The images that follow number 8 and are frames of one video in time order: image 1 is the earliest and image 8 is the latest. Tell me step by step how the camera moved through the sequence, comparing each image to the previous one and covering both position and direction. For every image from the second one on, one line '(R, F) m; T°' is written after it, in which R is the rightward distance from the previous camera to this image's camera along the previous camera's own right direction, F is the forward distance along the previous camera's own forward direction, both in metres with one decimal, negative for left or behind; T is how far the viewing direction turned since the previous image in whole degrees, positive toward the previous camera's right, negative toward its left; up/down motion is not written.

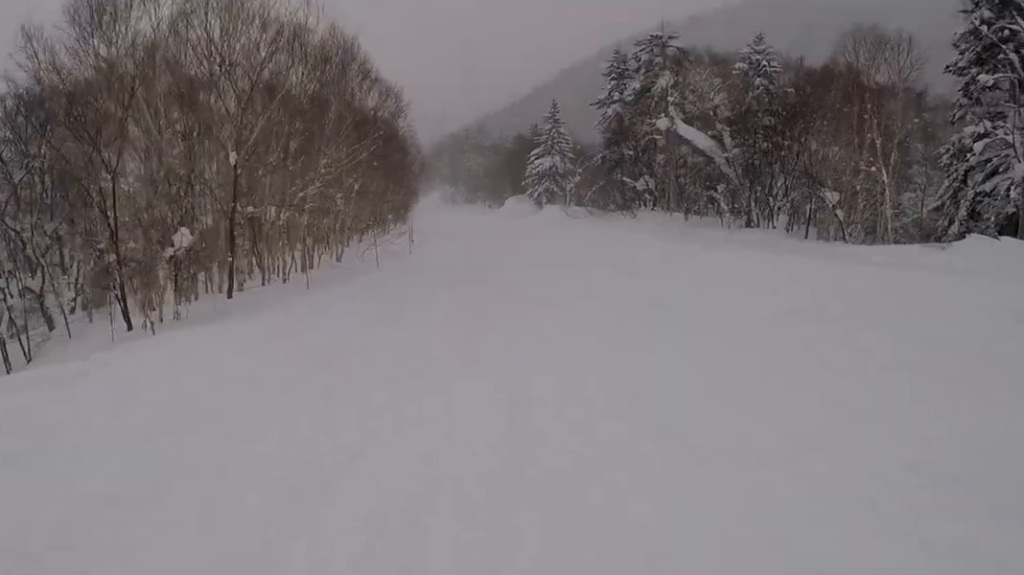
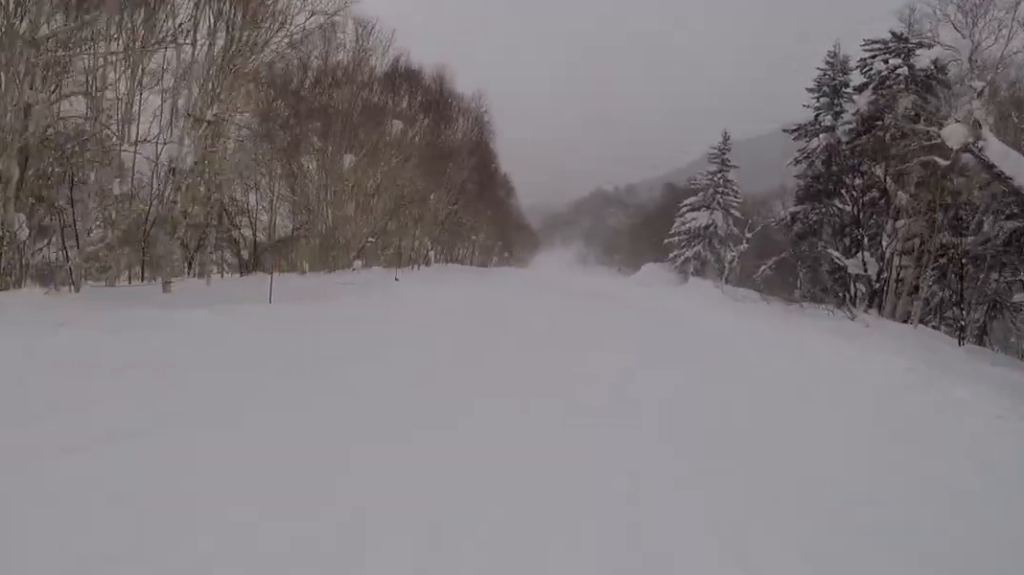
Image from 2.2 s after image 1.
(-1.9, +23.2) m; -7°
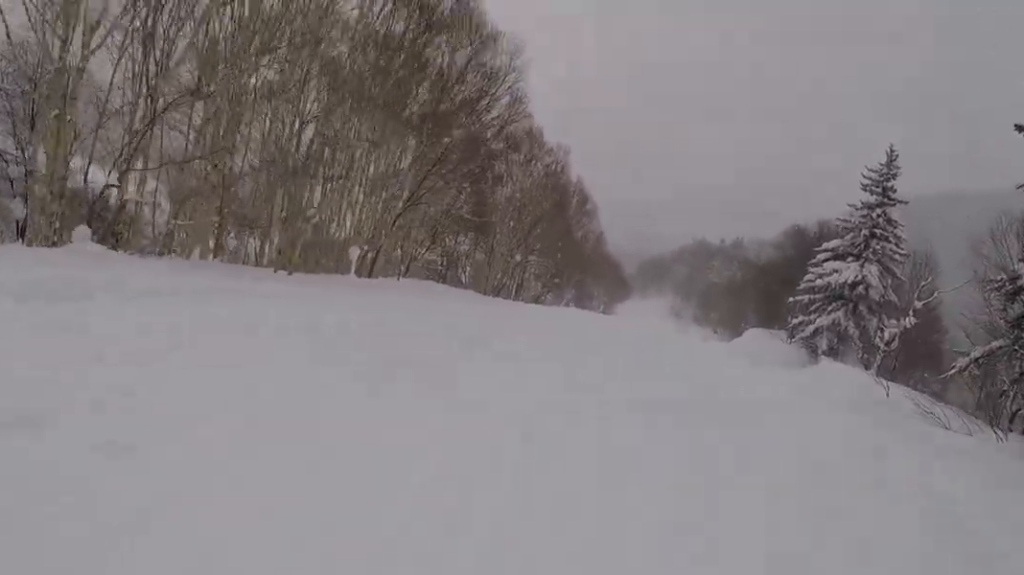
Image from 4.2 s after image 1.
(-1.8, +19.0) m; -9°
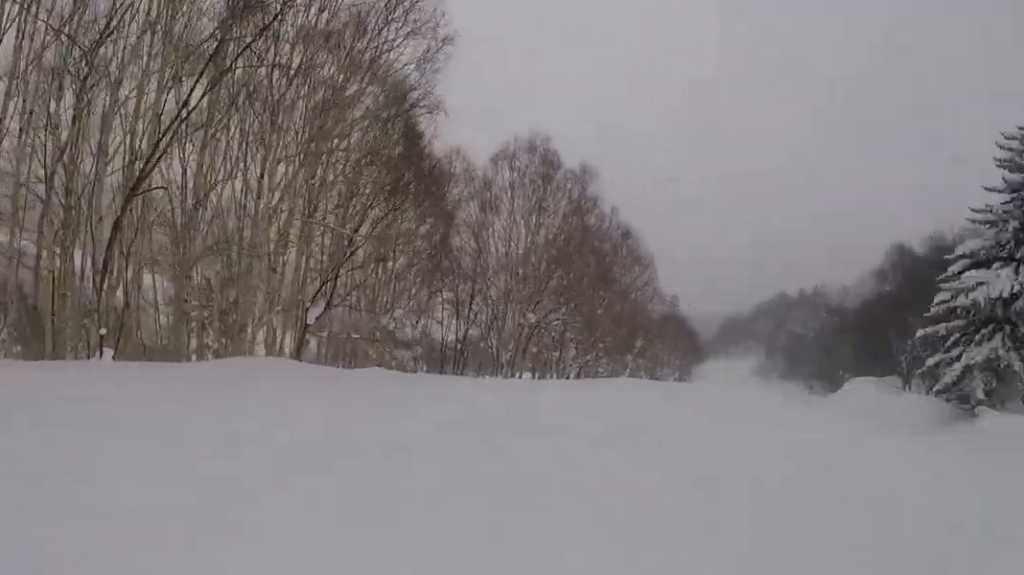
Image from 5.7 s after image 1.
(+0.1, +14.3) m; +9°
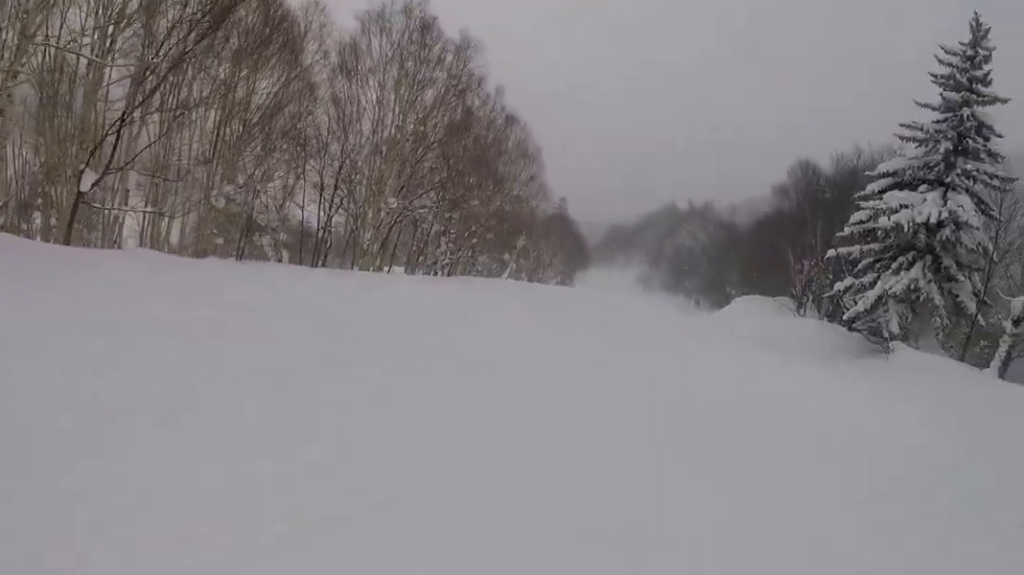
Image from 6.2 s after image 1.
(+0.7, +4.4) m; 0°
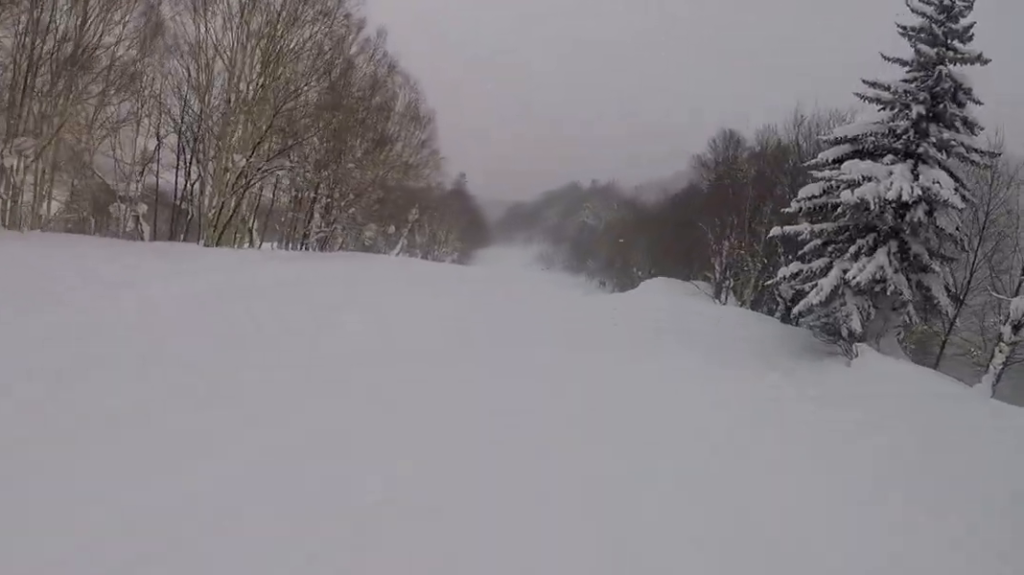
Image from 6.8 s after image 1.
(+0.5, +5.4) m; 0°
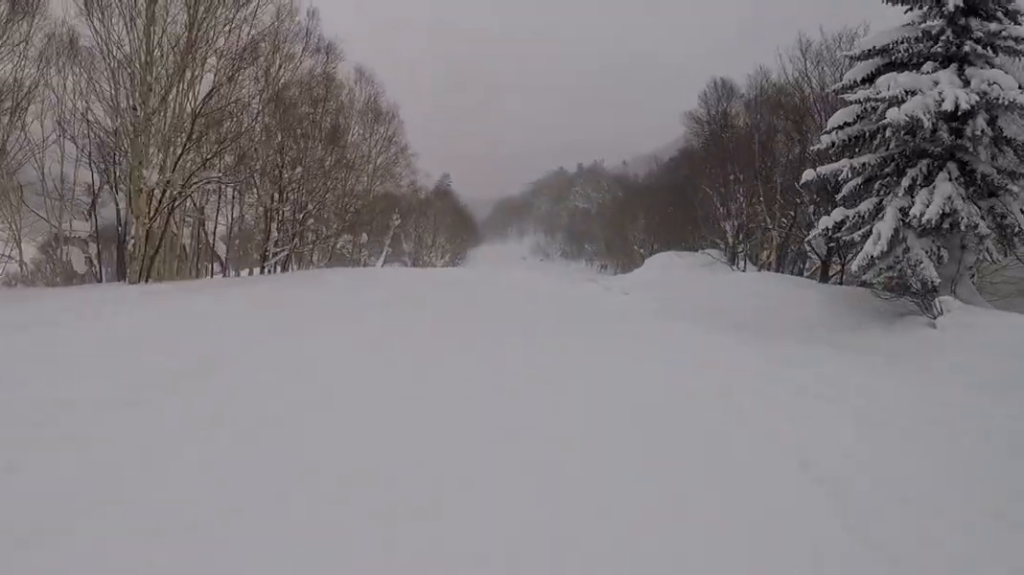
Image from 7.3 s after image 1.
(-0.8, +4.7) m; 0°
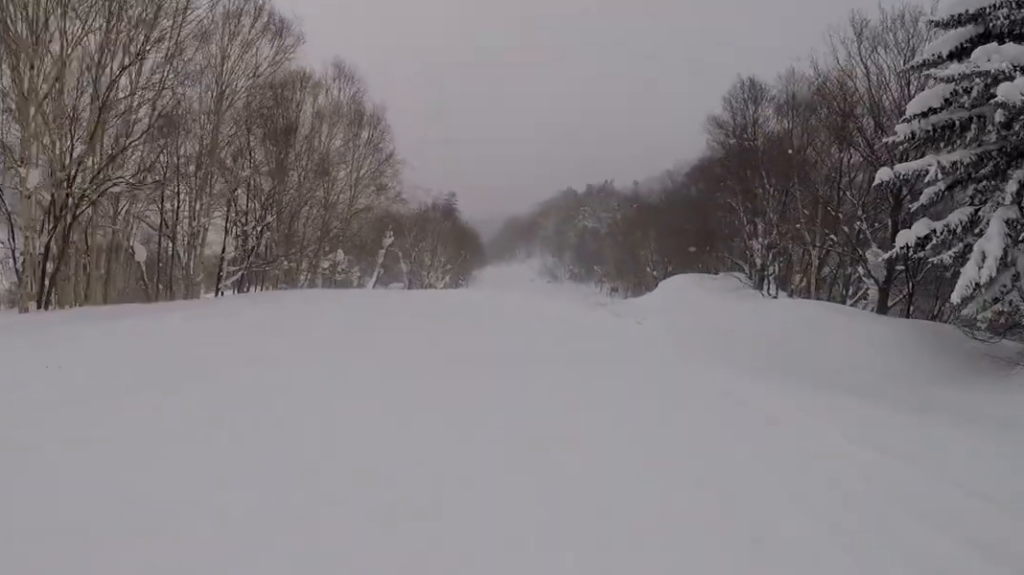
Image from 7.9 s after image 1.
(-0.2, +5.0) m; 0°
